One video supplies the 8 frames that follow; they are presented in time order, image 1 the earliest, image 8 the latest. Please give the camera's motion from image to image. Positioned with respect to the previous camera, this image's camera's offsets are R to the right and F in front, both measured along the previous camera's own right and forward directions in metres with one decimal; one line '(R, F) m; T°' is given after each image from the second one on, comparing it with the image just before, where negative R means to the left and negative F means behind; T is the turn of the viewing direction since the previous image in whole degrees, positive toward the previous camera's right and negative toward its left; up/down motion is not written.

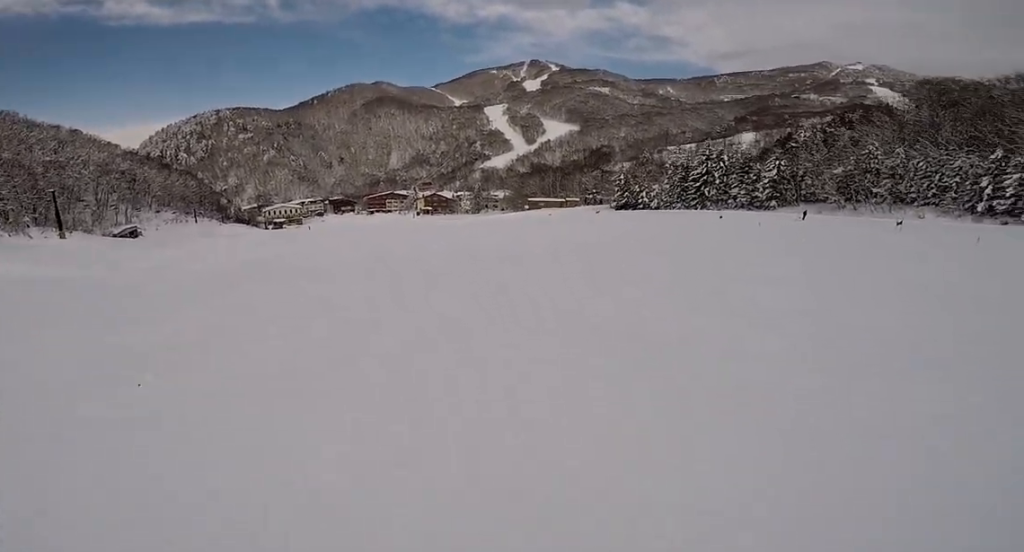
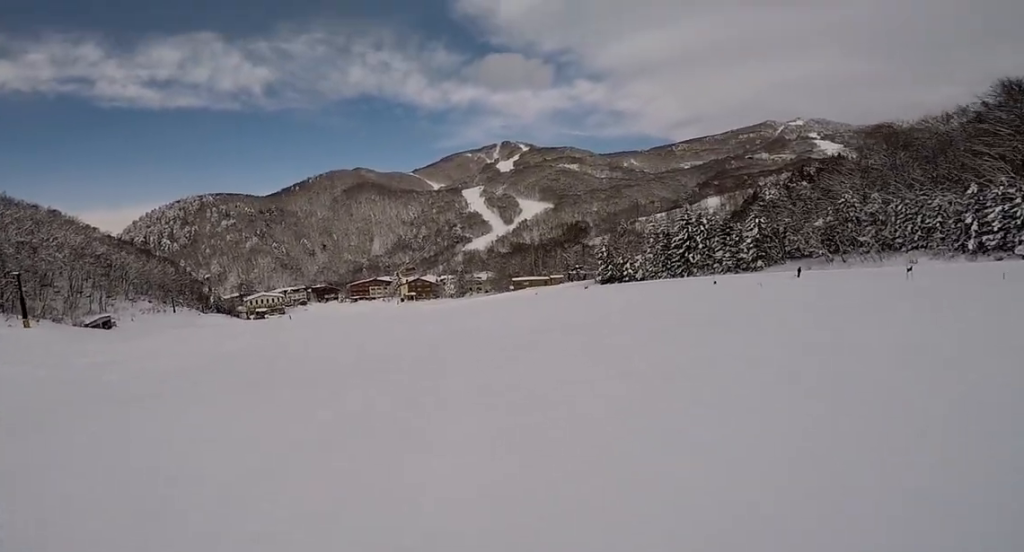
(-0.4, +4.5) m; -3°
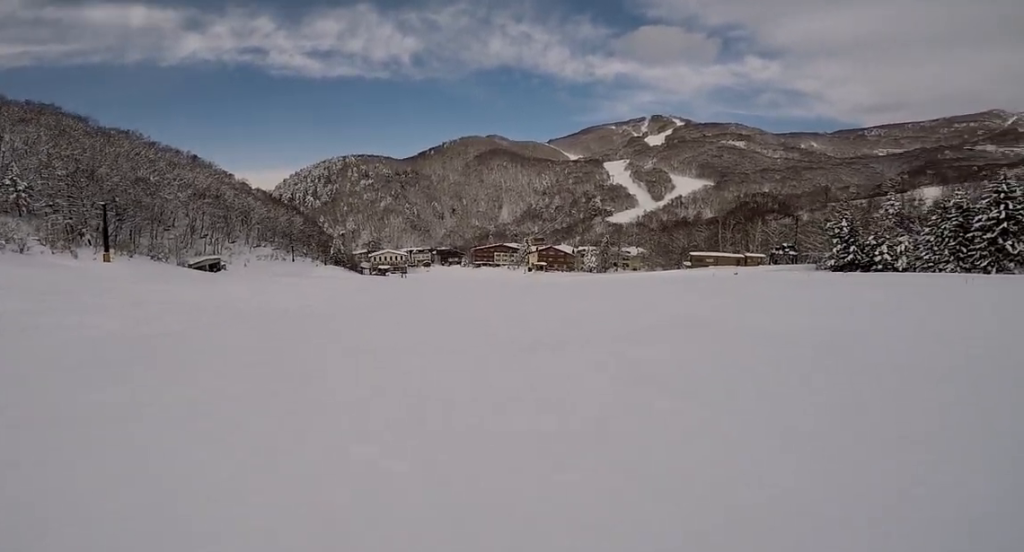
(-3.4, +24.6) m; -3°
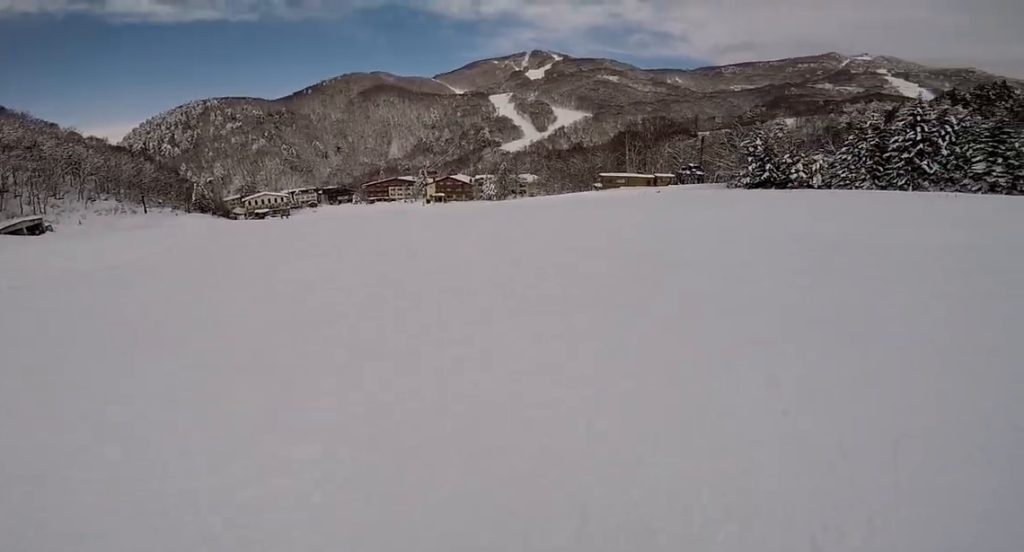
(+2.3, +11.4) m; +6°
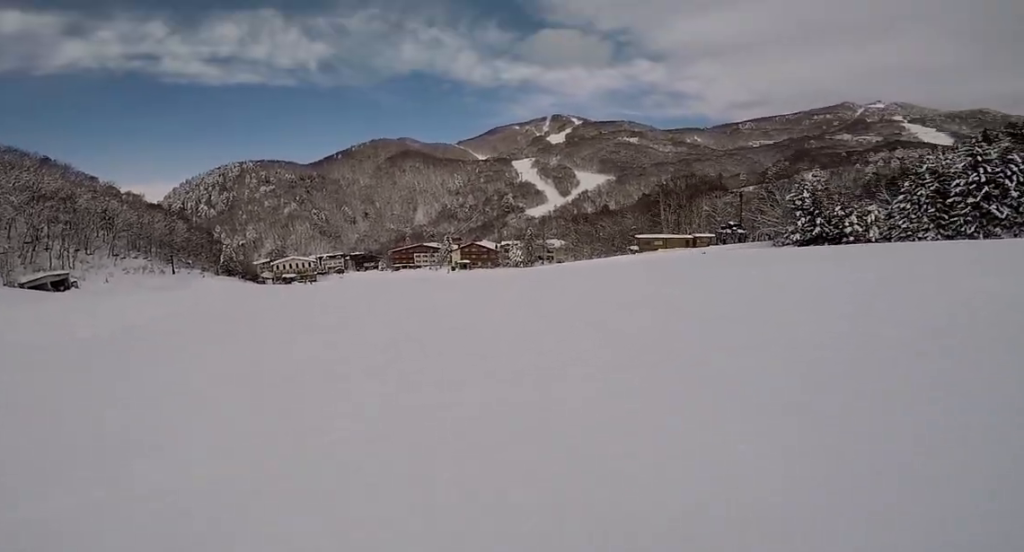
(-0.5, +5.1) m; -3°
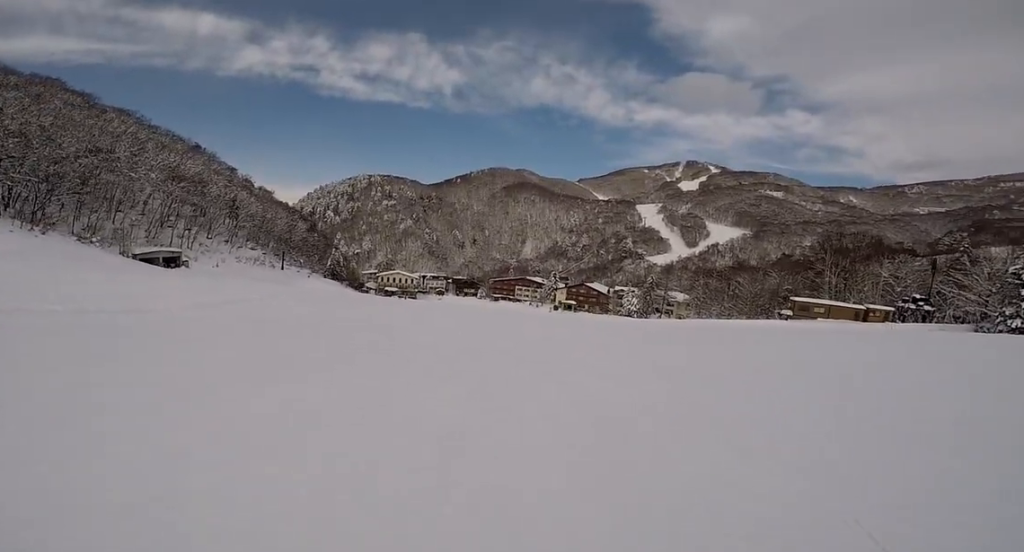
(-0.5, +8.6) m; -5°
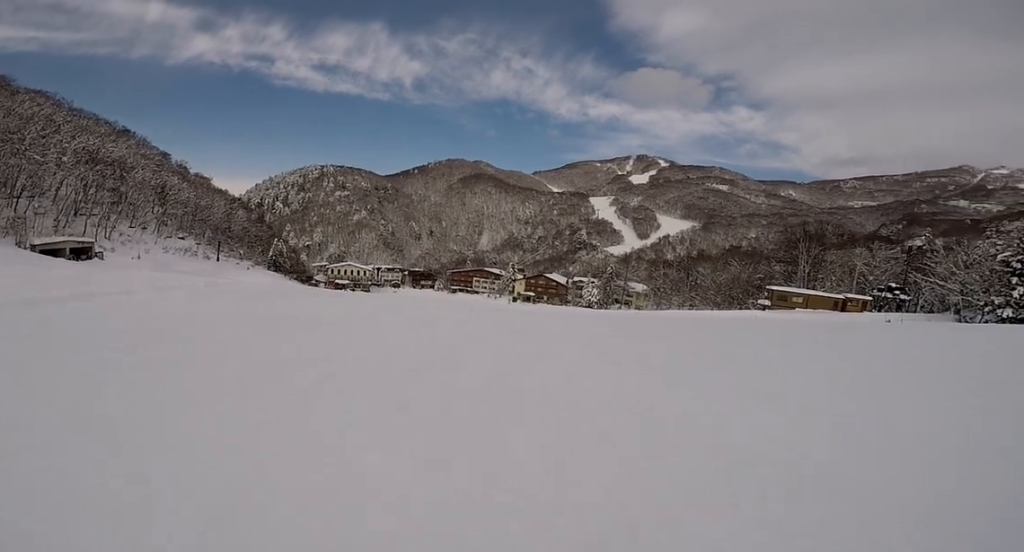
(+0.2, +8.0) m; -5°
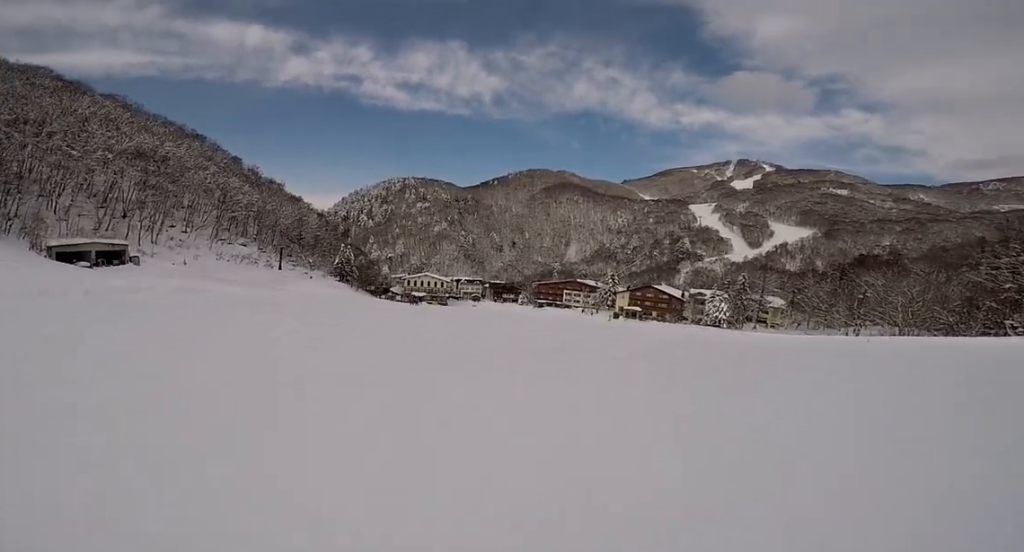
(-2.3, +18.4) m; -2°
